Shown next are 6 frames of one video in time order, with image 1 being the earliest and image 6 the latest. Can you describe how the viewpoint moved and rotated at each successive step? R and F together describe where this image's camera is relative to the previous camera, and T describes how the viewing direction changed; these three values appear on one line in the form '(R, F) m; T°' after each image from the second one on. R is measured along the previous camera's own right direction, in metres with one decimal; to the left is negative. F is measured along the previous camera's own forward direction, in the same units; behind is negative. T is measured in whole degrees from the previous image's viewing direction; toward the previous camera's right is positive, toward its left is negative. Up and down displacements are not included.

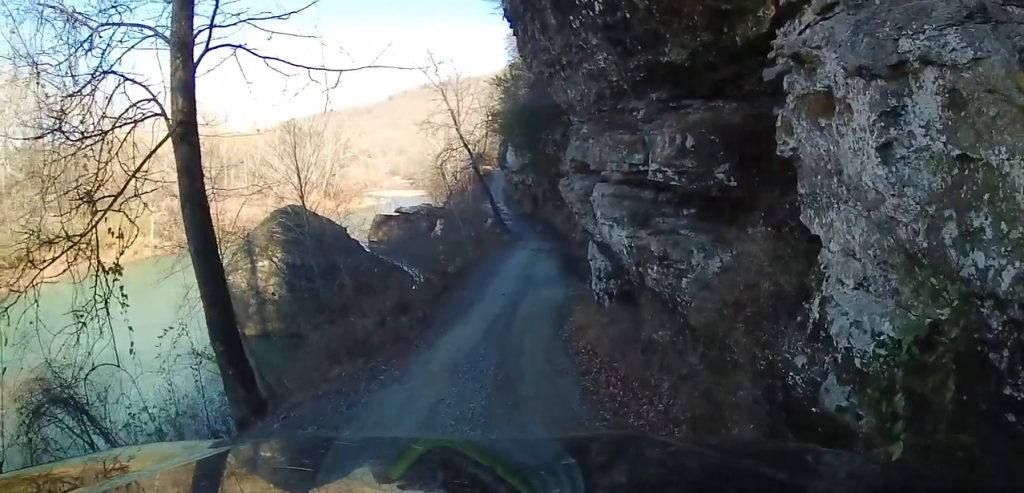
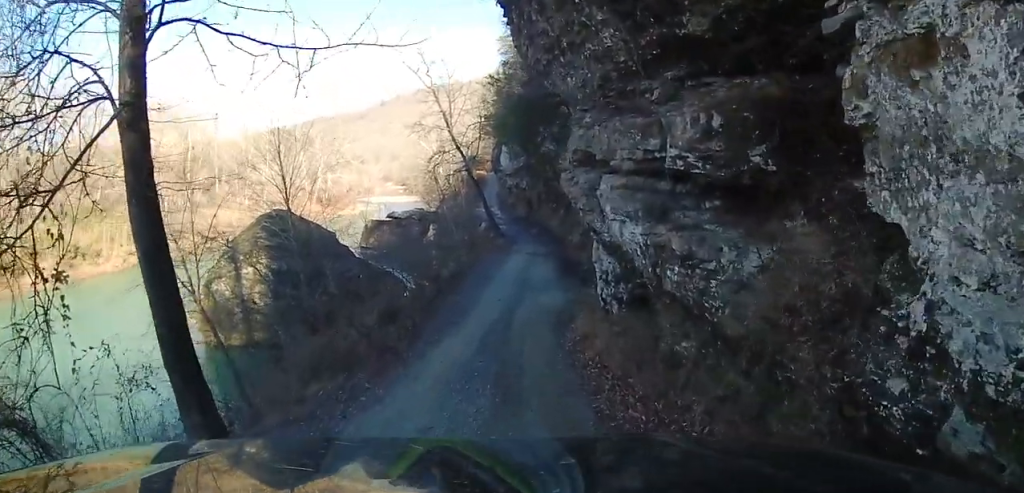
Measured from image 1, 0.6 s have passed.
(0.0, +3.3) m; 0°
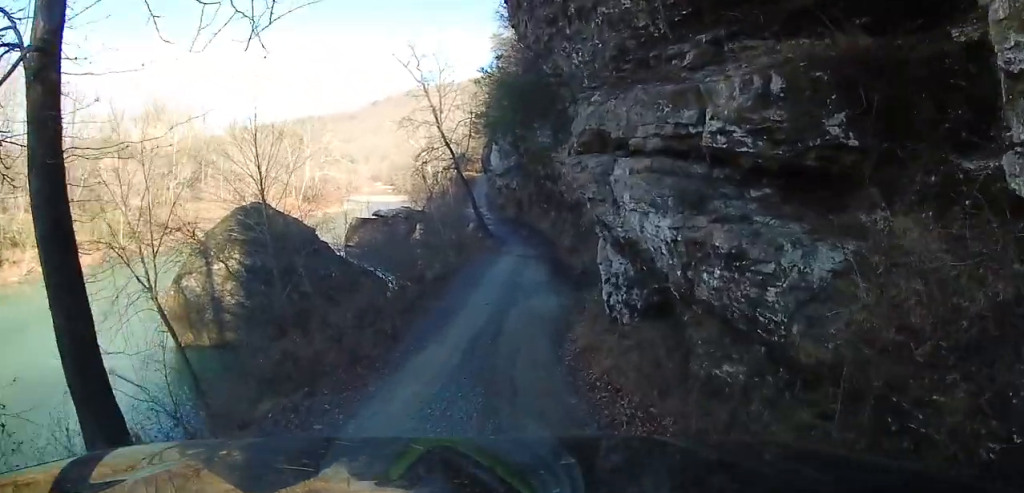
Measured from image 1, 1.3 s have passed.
(0.0, +4.4) m; 0°
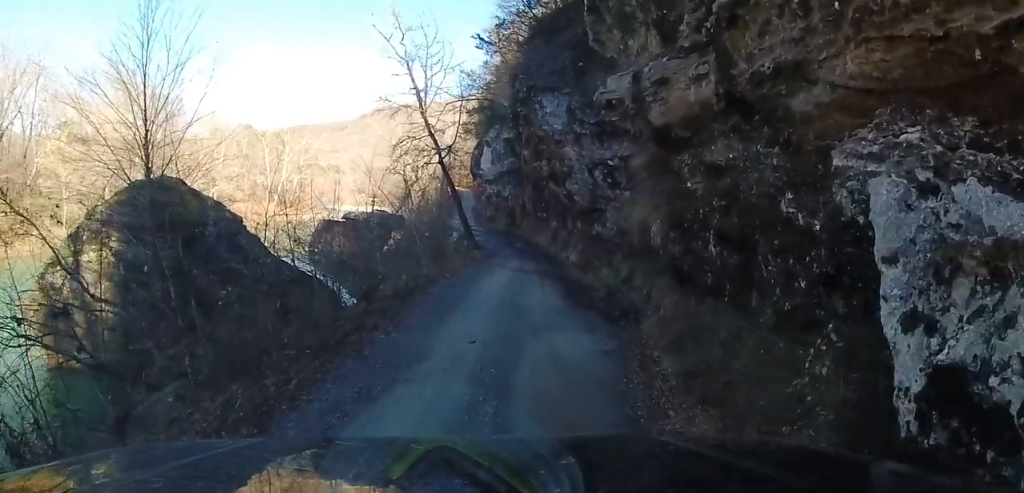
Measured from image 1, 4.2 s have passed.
(0.0, +17.0) m; -1°
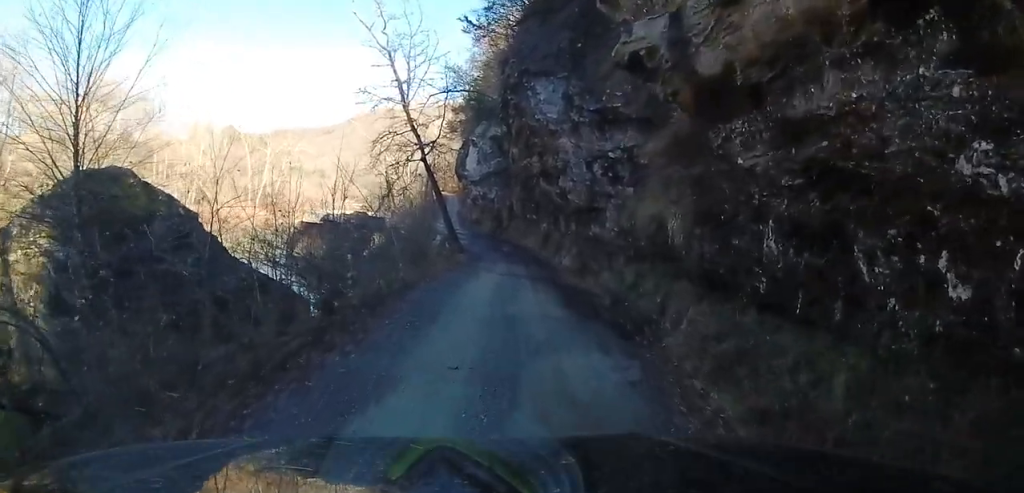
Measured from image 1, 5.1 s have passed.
(0.0, +5.0) m; -1°
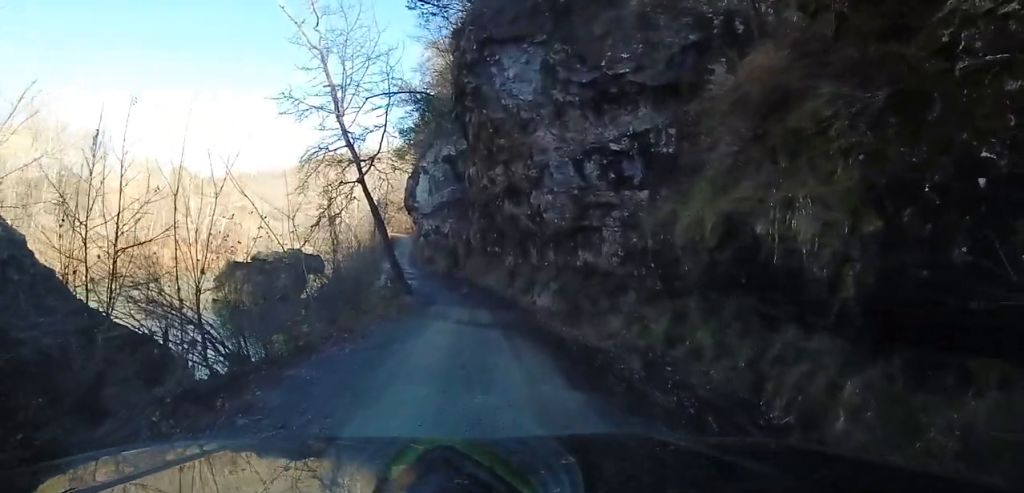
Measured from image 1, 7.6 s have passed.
(-0.1, +15.3) m; 0°
